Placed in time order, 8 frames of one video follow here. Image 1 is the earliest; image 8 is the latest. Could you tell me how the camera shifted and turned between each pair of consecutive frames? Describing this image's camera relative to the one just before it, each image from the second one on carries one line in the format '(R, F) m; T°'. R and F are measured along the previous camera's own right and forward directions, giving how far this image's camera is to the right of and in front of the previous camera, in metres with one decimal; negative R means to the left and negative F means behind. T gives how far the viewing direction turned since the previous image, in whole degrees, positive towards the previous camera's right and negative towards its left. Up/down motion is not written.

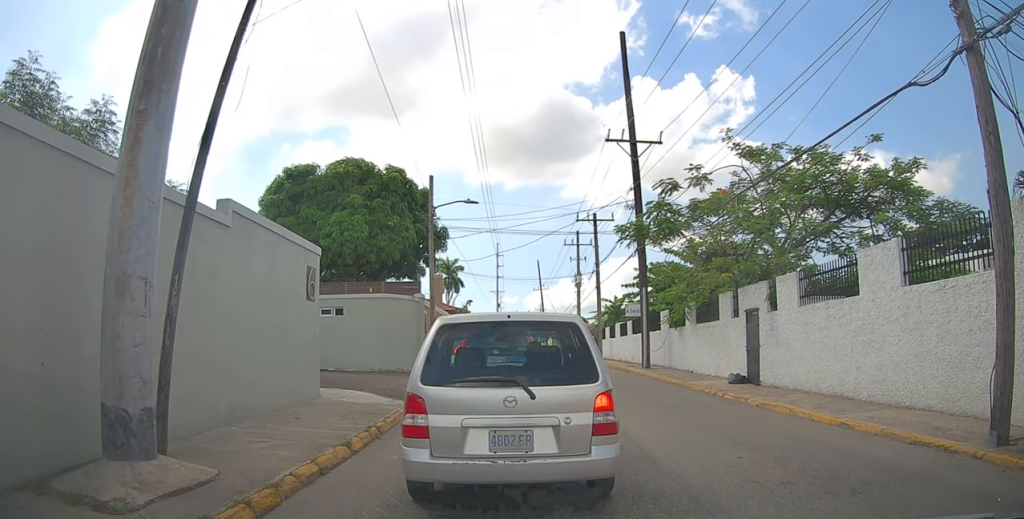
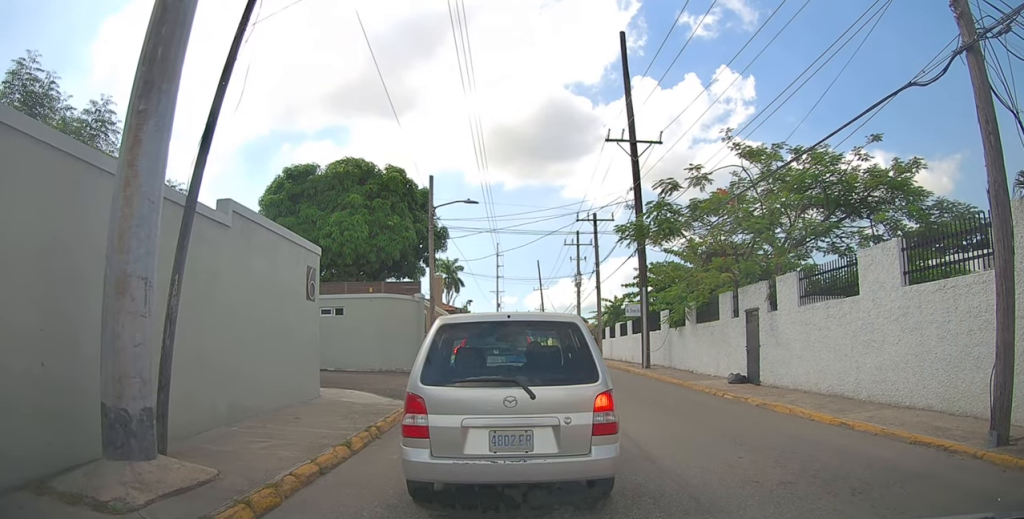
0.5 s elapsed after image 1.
(0.0, 0.0) m; 0°
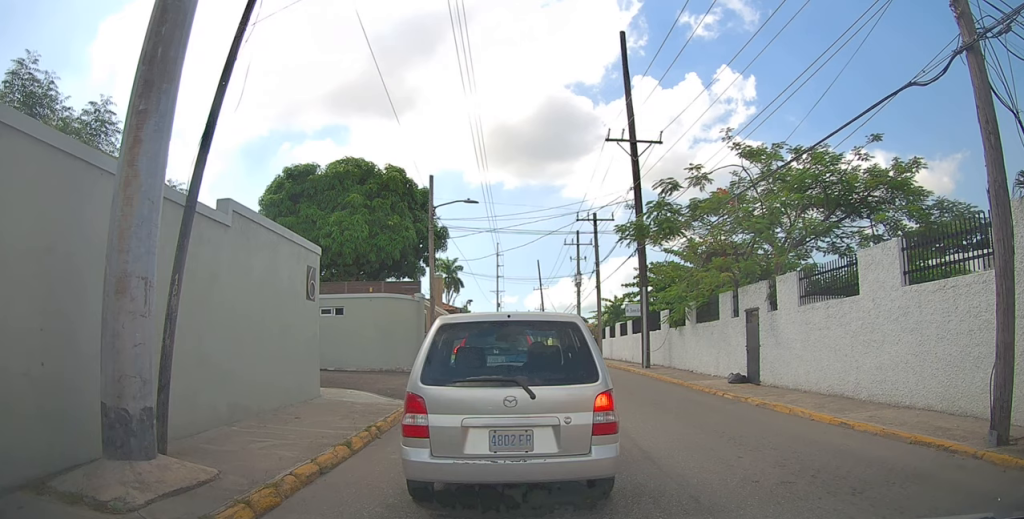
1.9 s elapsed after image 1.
(0.0, 0.0) m; 0°
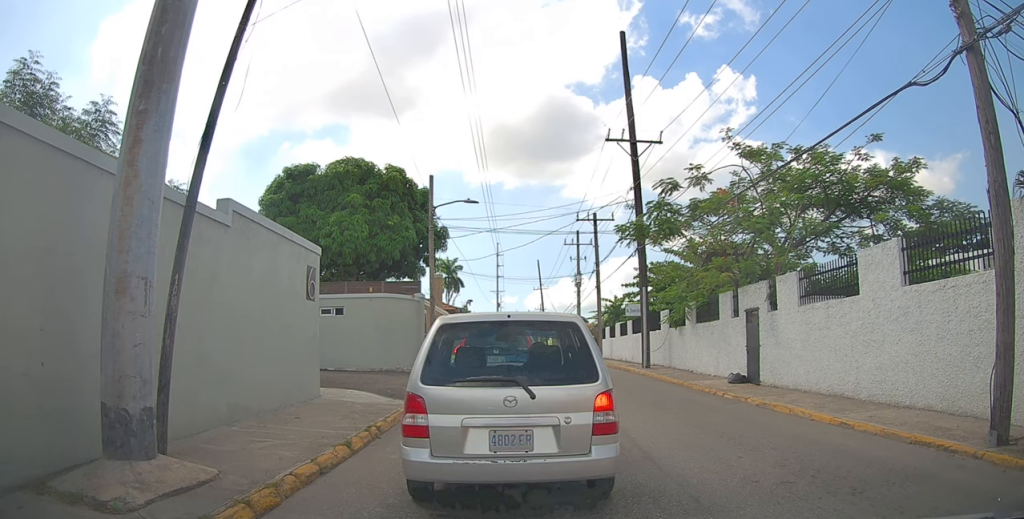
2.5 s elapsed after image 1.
(0.0, 0.0) m; 0°
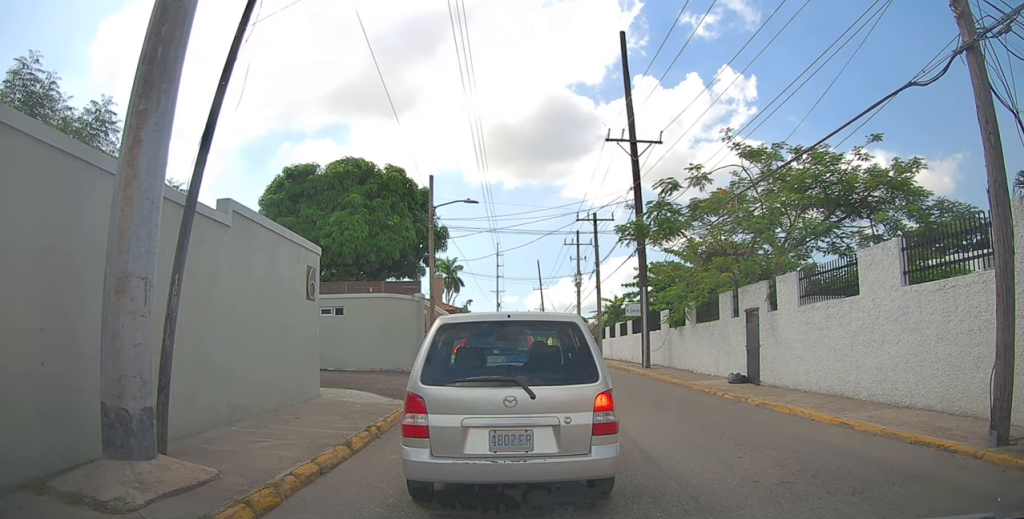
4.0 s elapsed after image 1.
(0.0, 0.0) m; 0°
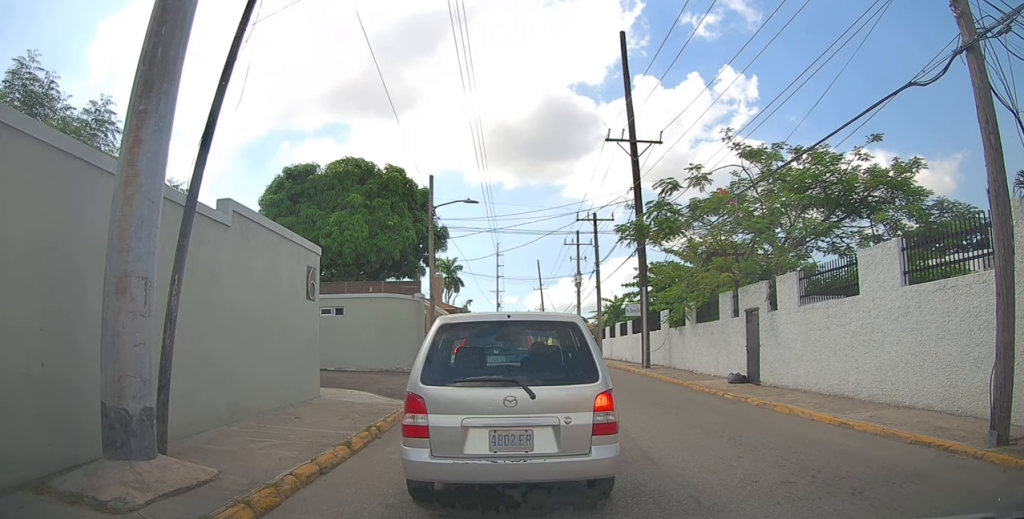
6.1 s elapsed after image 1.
(0.0, 0.0) m; 0°
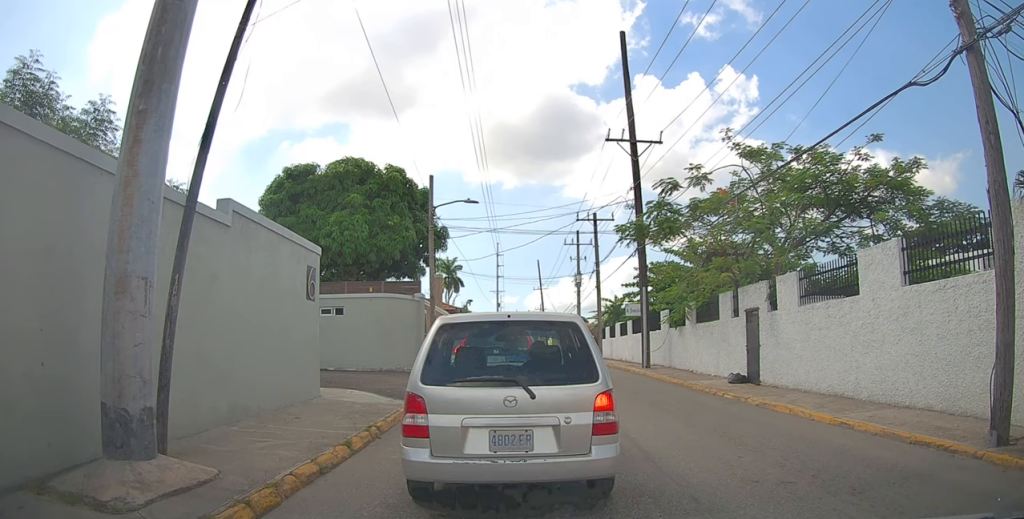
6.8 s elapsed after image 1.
(0.0, 0.0) m; 0°
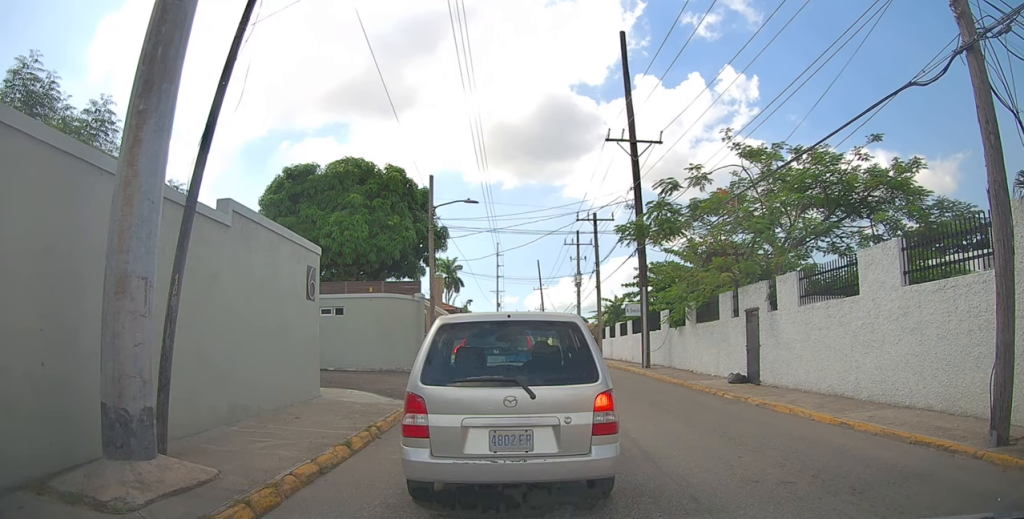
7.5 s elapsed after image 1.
(0.0, 0.0) m; 0°
